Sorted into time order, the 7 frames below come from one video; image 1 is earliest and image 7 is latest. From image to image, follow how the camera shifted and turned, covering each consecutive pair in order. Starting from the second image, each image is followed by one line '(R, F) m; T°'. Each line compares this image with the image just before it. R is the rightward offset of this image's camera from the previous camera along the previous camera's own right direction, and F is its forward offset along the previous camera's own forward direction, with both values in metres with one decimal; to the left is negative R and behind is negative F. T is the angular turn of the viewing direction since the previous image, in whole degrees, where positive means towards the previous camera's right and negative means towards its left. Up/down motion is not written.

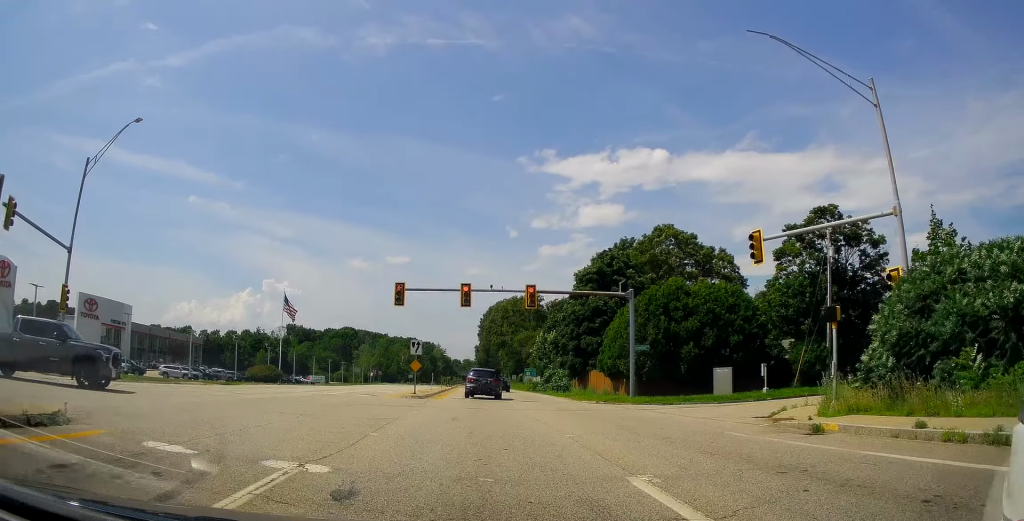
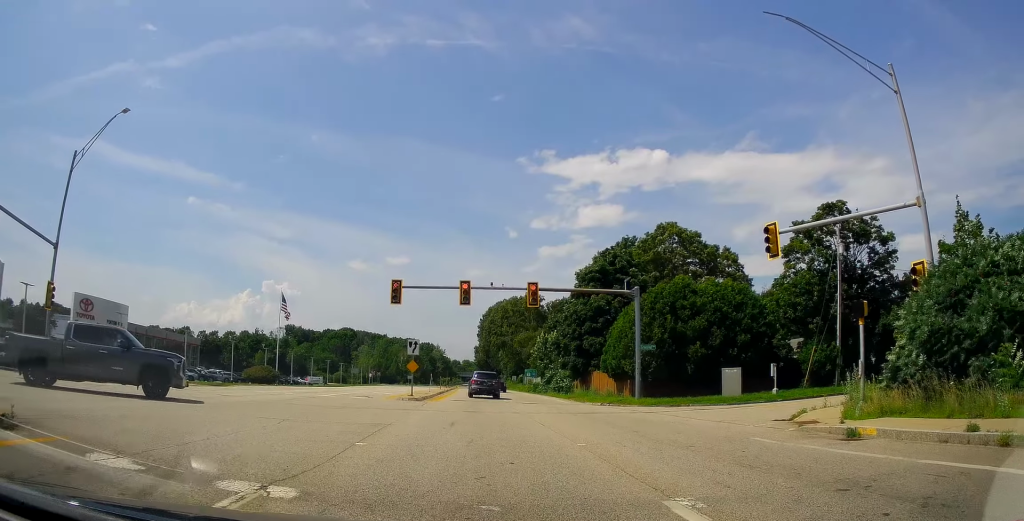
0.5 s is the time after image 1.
(0.0, +2.0) m; -2°
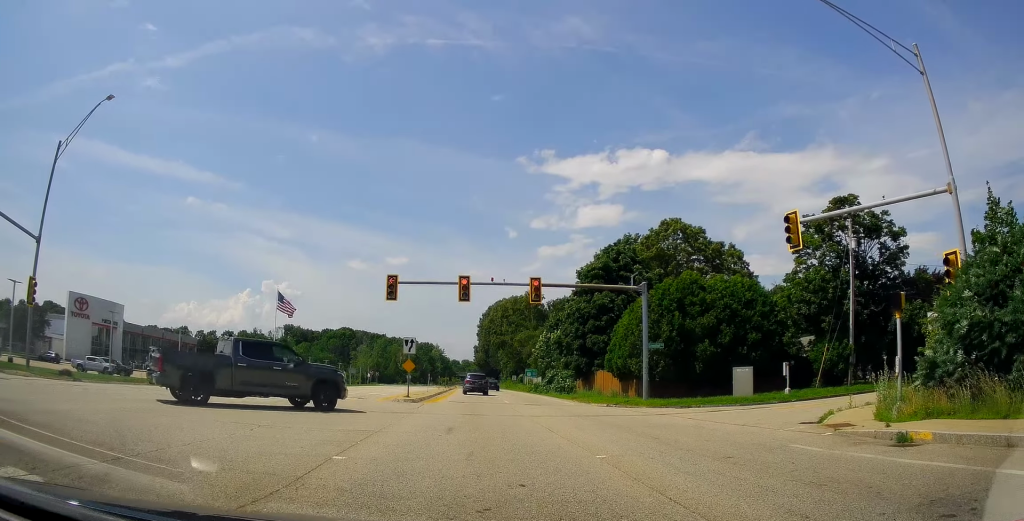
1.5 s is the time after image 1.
(-0.3, +2.6) m; -1°
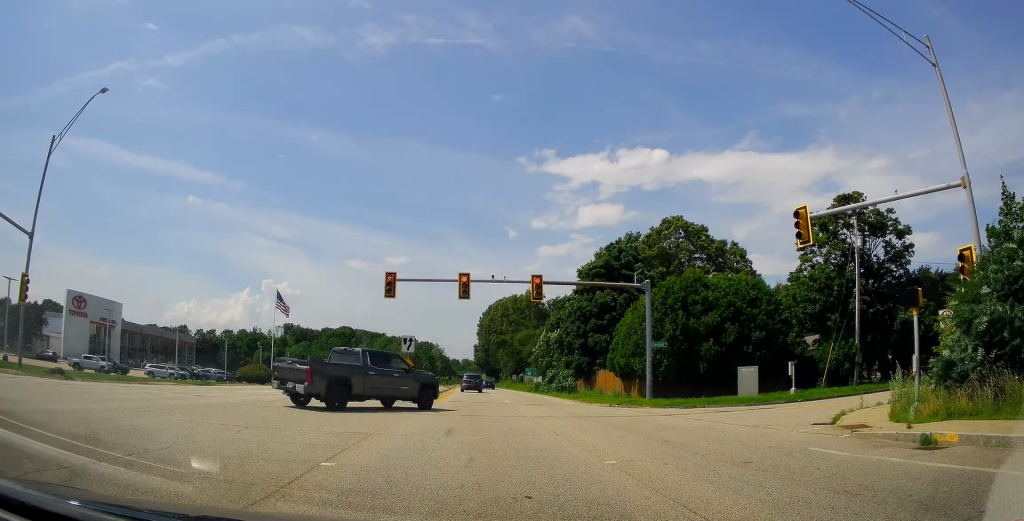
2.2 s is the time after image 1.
(+0.3, +1.1) m; 0°
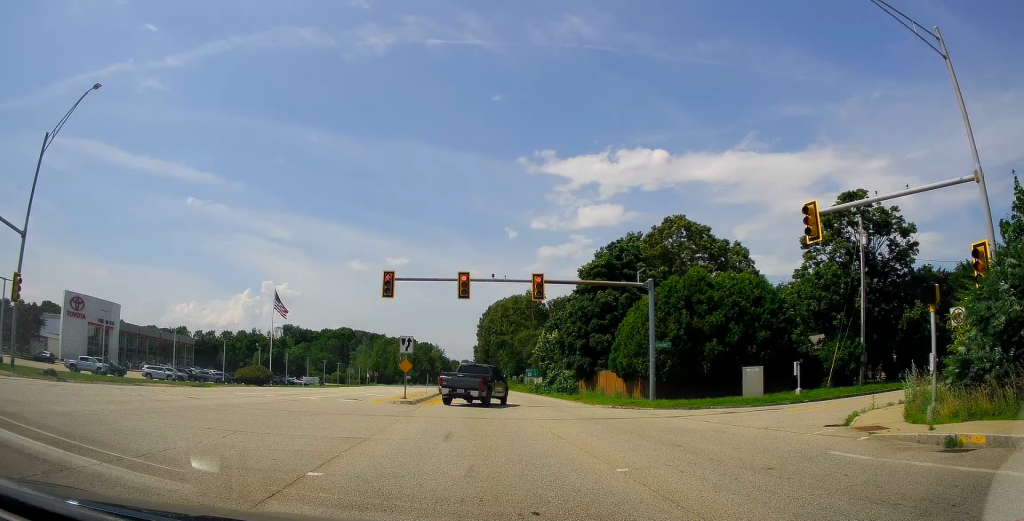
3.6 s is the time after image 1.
(+0.3, +0.9) m; 0°
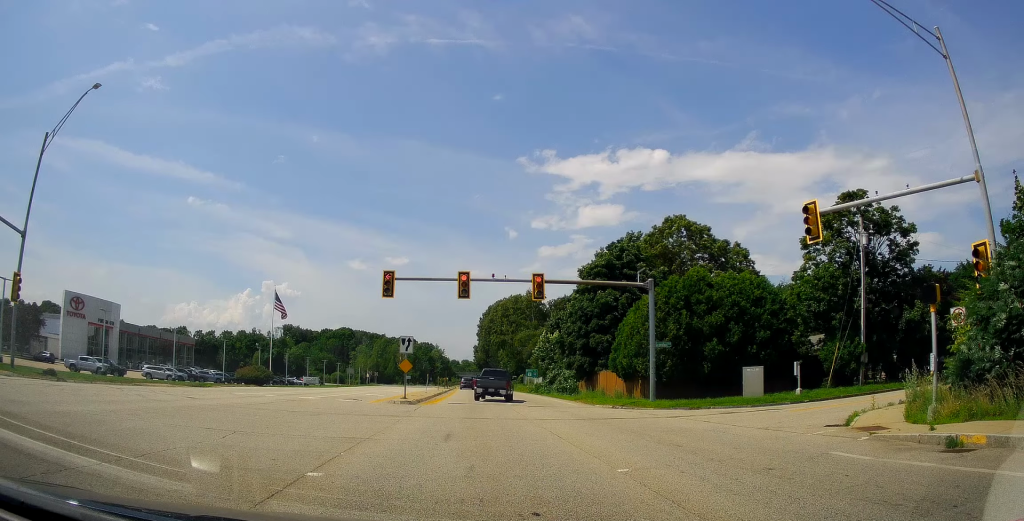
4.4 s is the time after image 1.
(0.0, 0.0) m; 0°
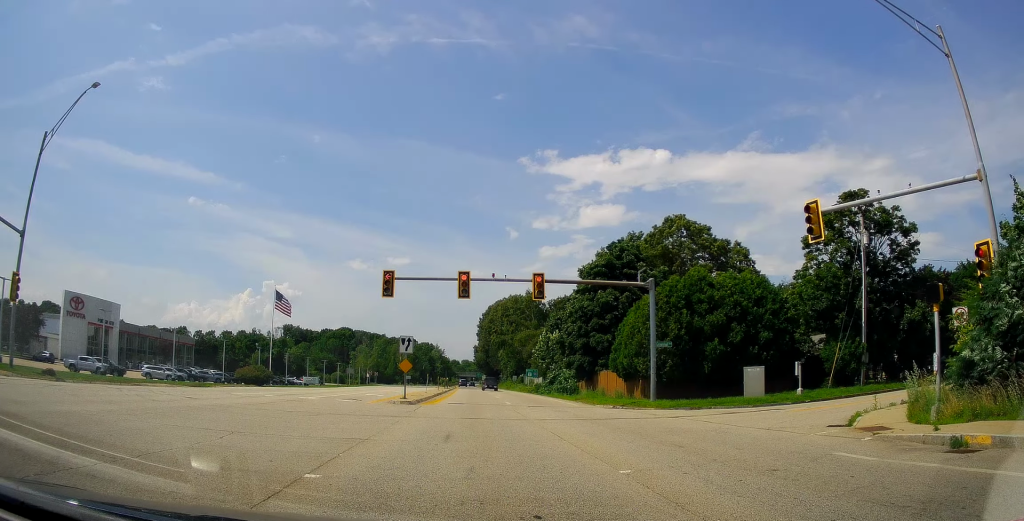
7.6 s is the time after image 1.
(+0.2, +0.5) m; 0°
